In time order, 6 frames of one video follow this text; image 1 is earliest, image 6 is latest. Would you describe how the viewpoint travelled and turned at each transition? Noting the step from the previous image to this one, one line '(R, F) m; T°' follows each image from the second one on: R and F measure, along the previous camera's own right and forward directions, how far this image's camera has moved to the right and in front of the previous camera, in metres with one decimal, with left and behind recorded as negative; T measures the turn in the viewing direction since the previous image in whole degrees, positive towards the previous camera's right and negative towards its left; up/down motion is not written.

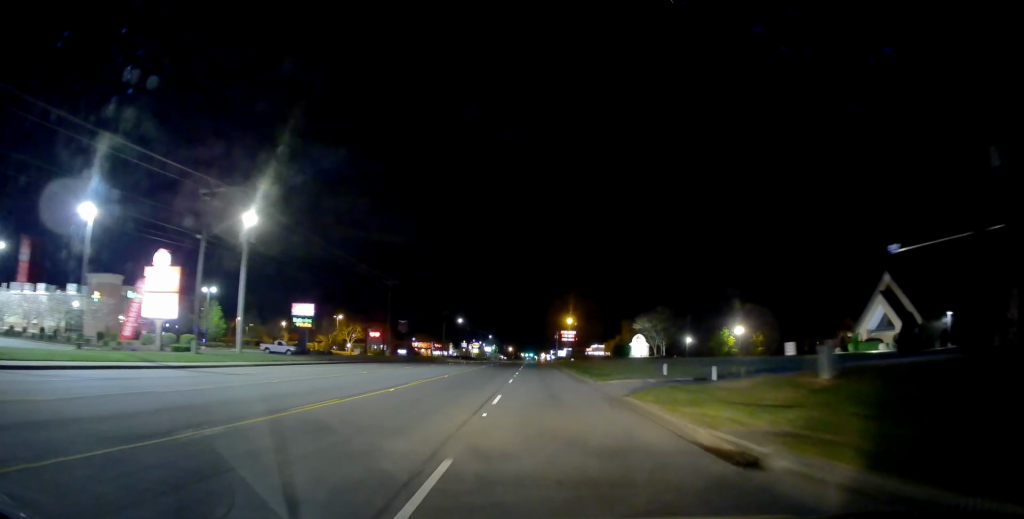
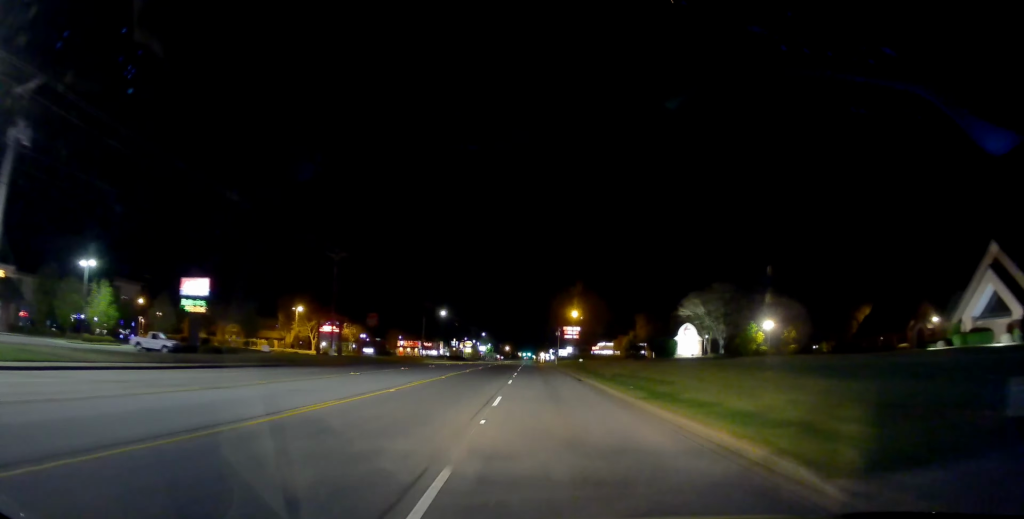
(+0.1, +25.2) m; 0°
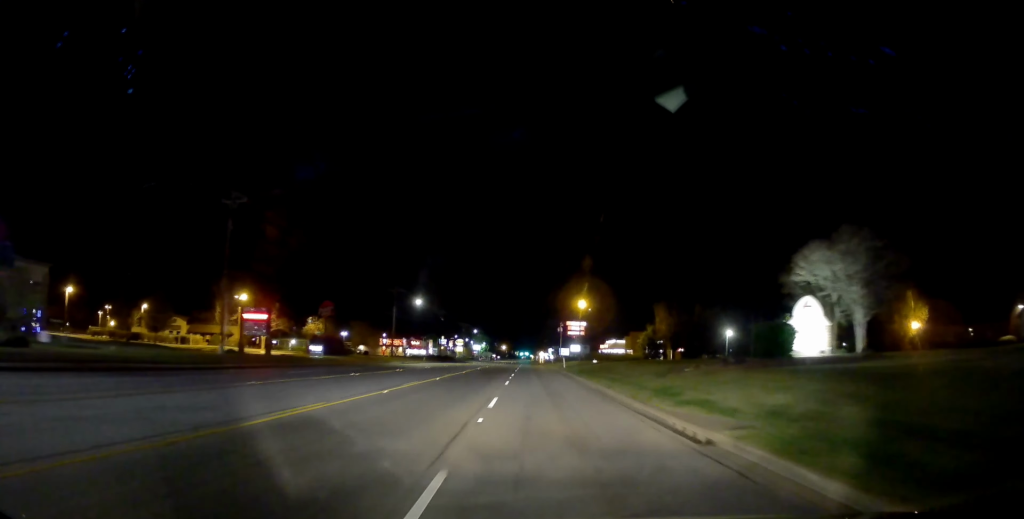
(+0.3, +24.4) m; +1°
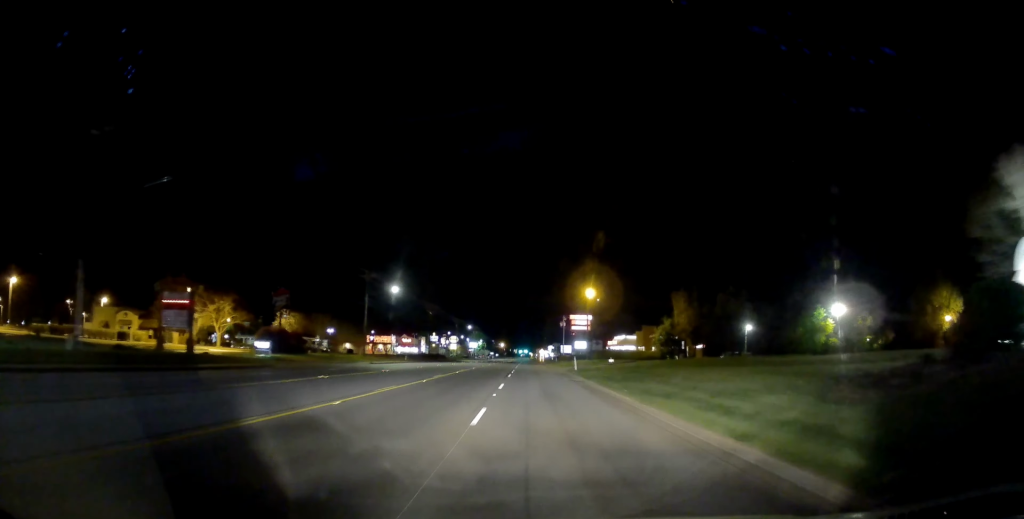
(0.0, +15.9) m; -1°
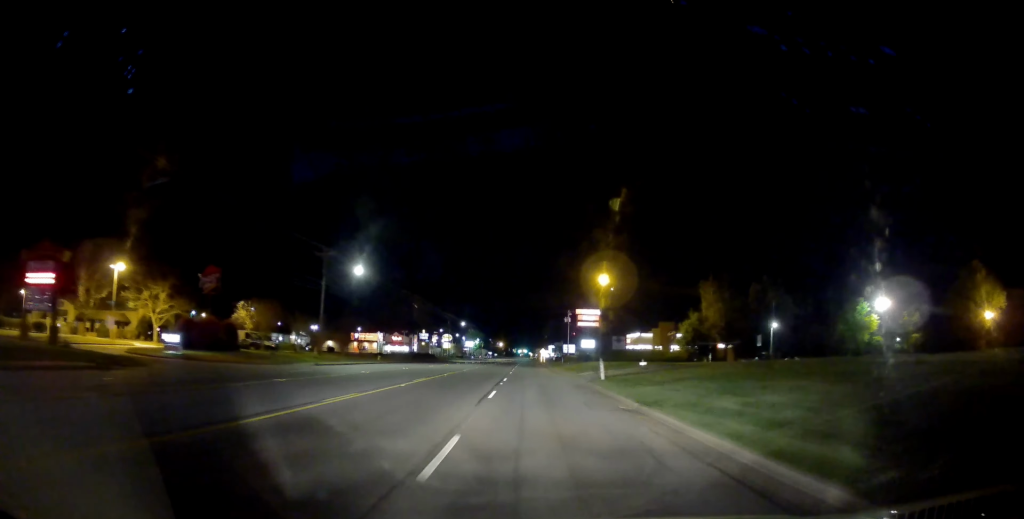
(-0.4, +17.0) m; 0°
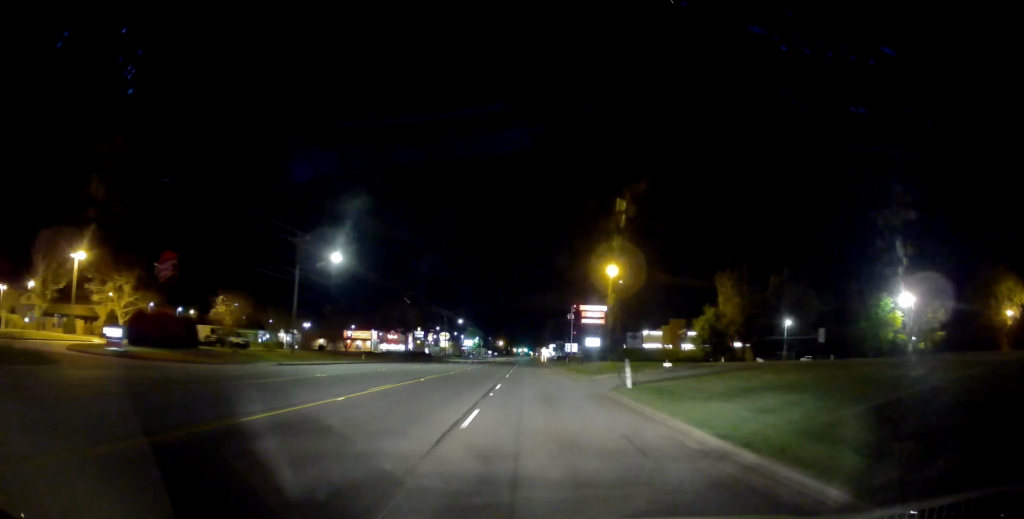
(+0.2, +8.3) m; +1°
